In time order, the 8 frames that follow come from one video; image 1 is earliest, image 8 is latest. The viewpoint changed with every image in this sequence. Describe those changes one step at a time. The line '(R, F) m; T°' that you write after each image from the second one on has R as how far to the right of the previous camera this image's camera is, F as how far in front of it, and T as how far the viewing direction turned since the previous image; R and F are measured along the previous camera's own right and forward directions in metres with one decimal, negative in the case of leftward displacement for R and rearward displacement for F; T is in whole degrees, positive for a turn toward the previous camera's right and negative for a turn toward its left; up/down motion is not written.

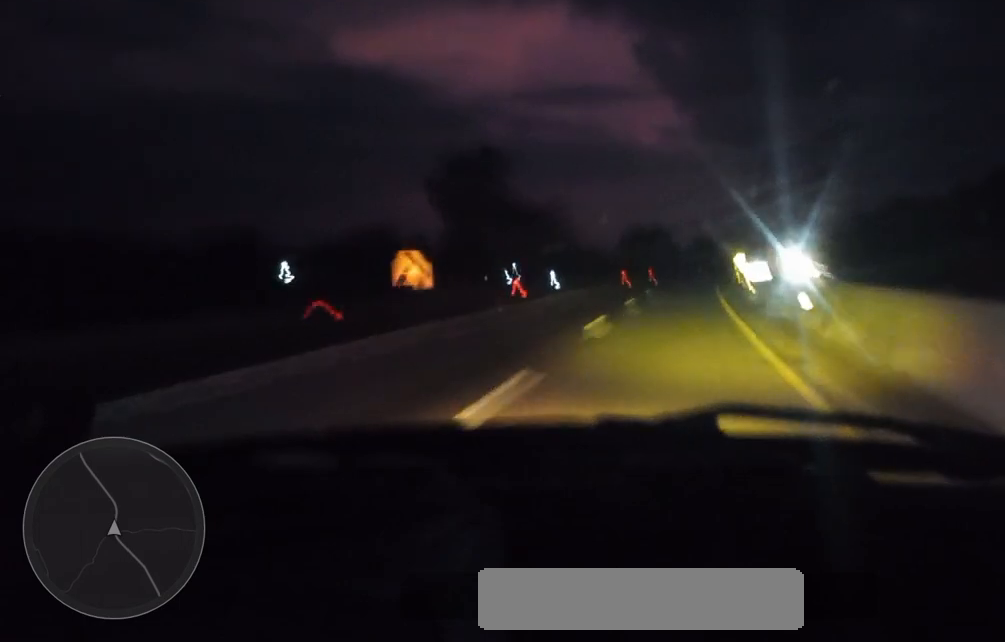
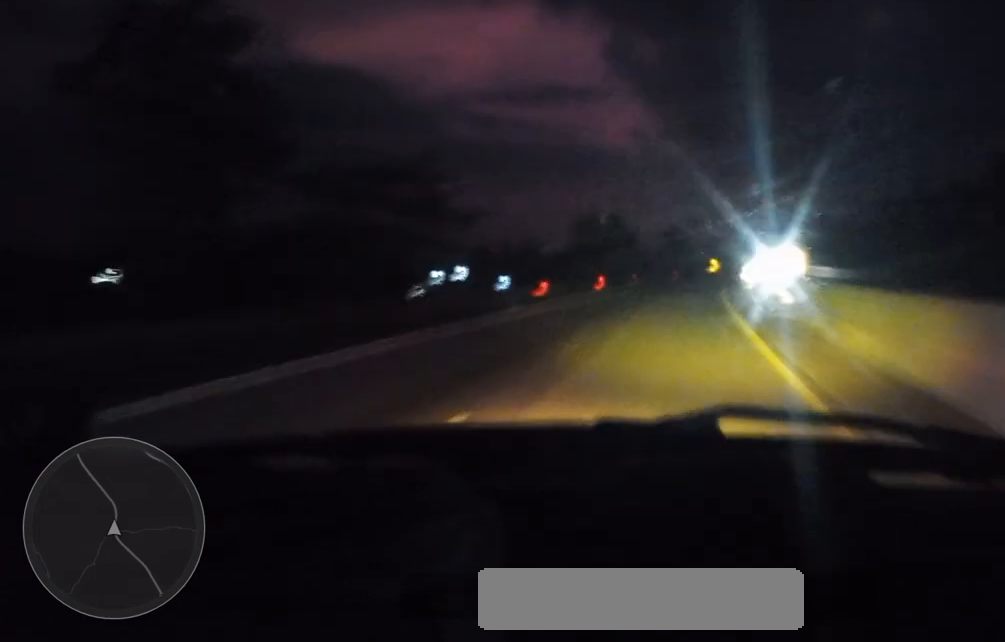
(+1.0, +44.9) m; +3°
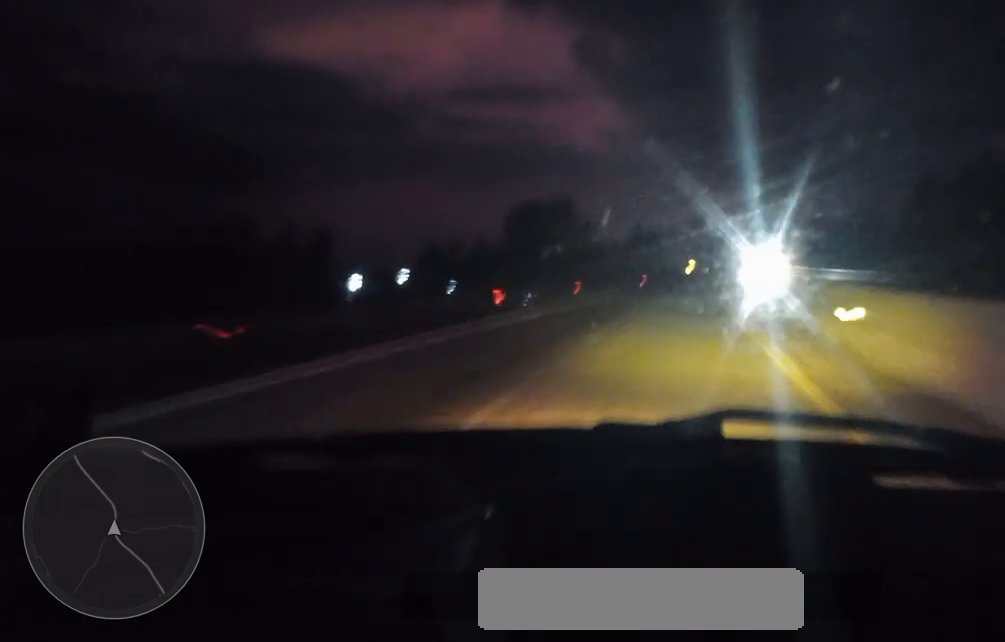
(+1.0, +36.3) m; +2°
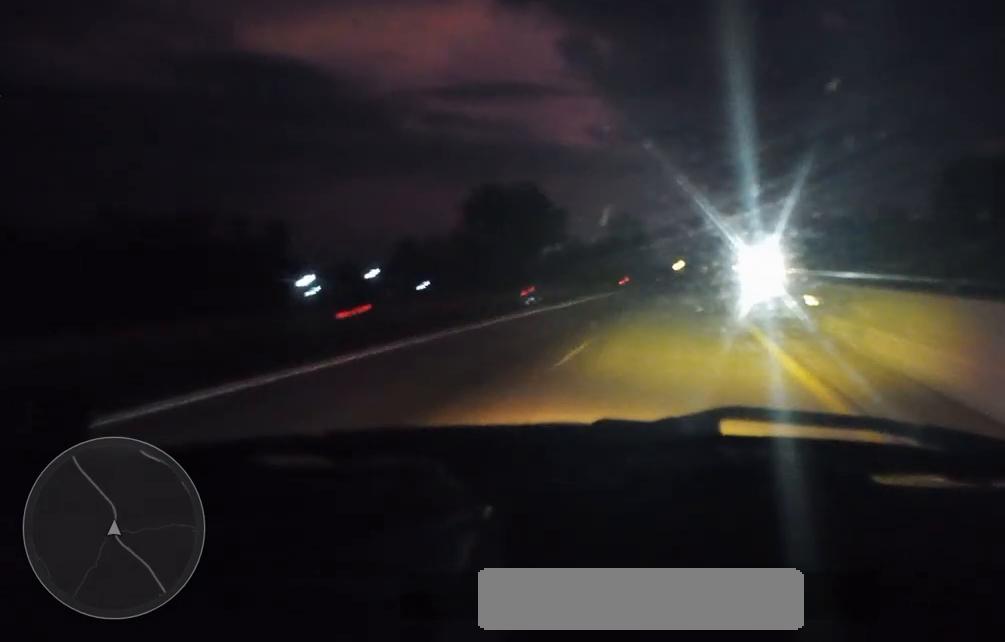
(+0.2, +18.3) m; +1°
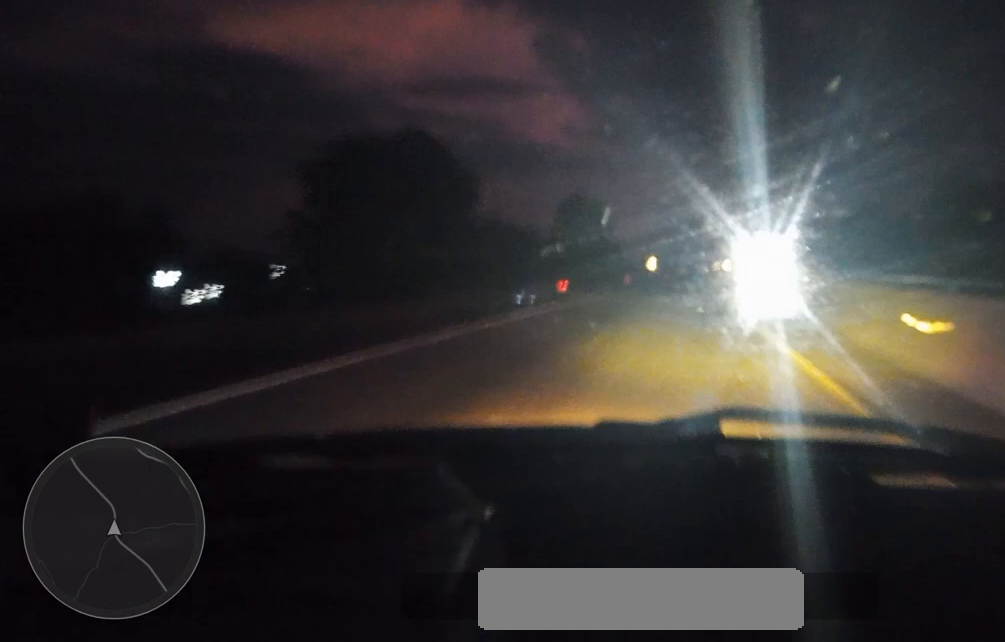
(+0.2, +36.6) m; +1°
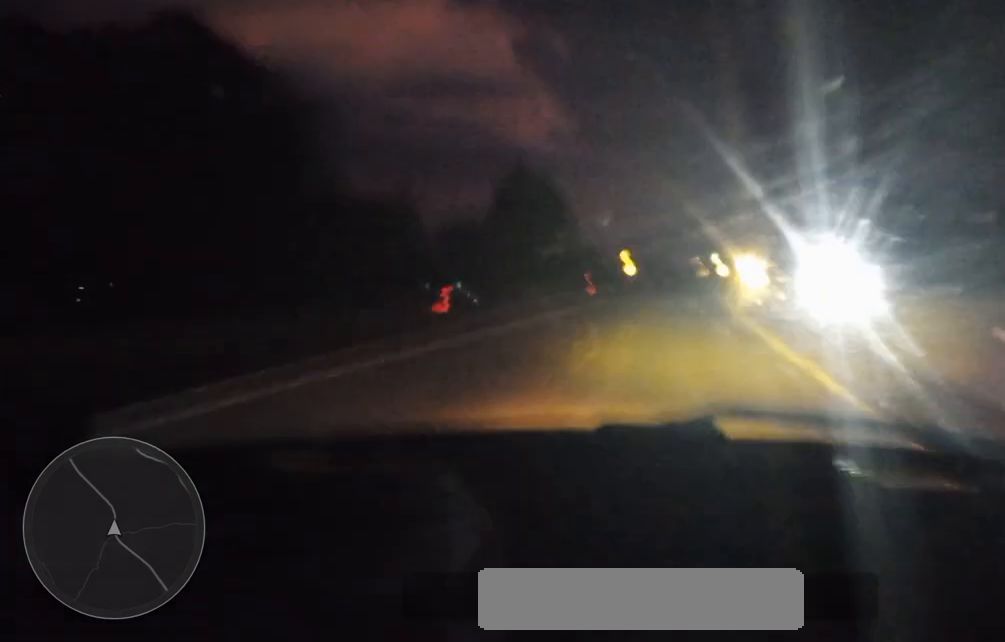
(0.0, +30.2) m; 0°
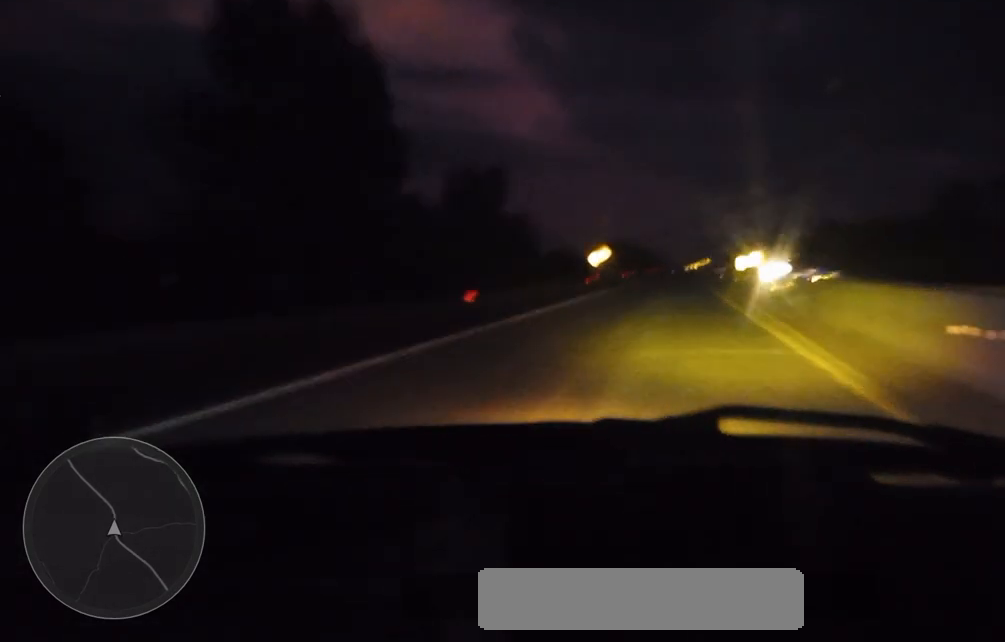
(+0.2, +47.1) m; +1°
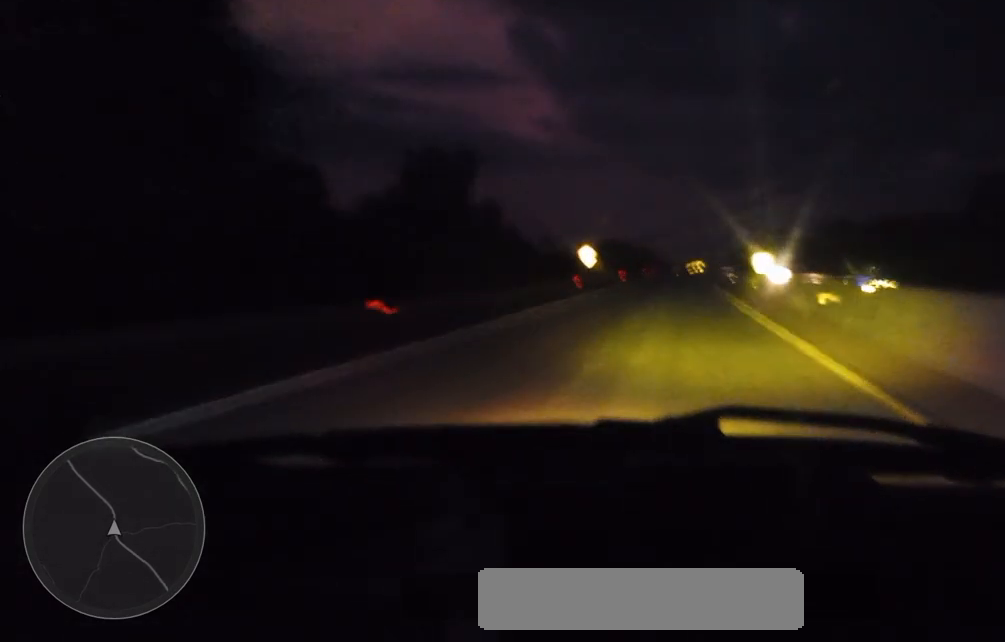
(0.0, +13.2) m; 0°
